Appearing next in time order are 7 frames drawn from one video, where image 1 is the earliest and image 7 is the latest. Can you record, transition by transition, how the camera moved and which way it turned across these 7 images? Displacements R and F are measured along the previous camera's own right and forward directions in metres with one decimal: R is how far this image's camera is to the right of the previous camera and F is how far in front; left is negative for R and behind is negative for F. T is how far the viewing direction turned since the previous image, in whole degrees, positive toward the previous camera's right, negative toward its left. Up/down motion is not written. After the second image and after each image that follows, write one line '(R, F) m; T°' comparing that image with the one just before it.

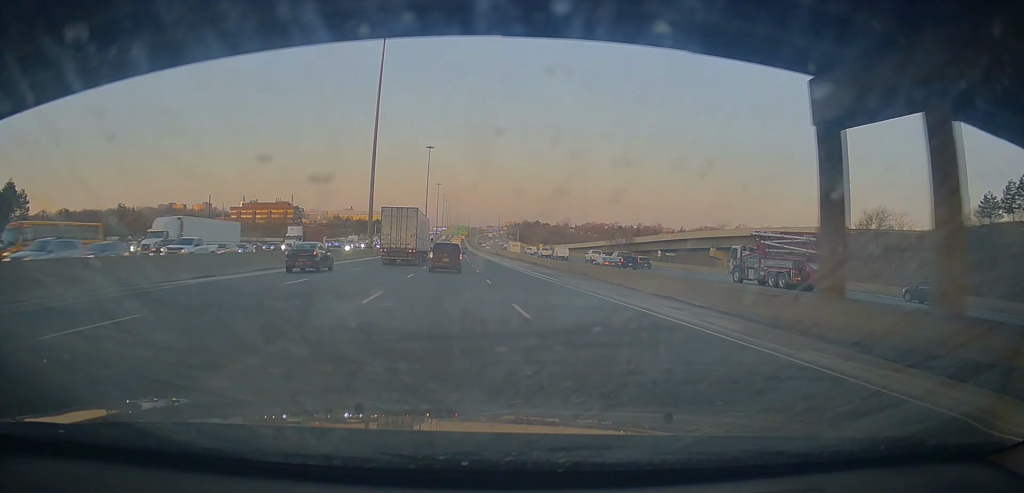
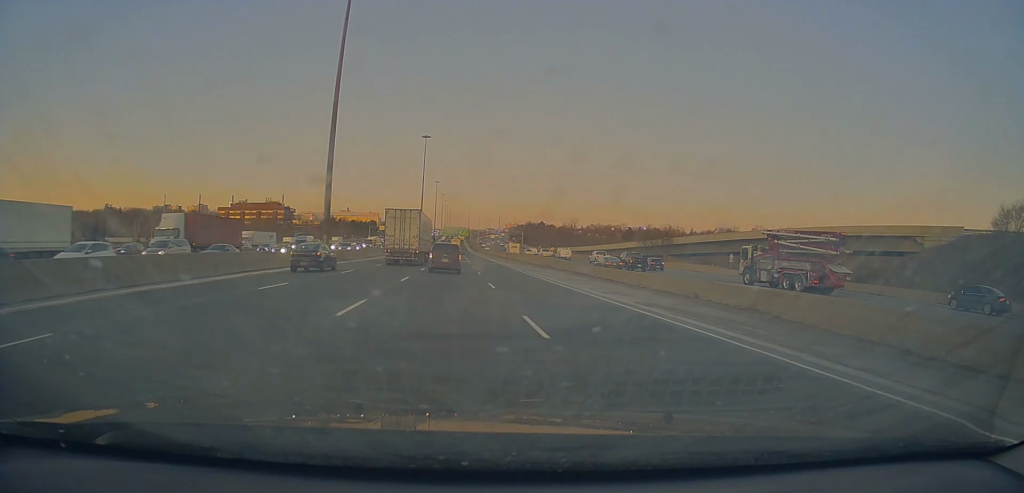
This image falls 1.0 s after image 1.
(-0.1, +26.8) m; -1°
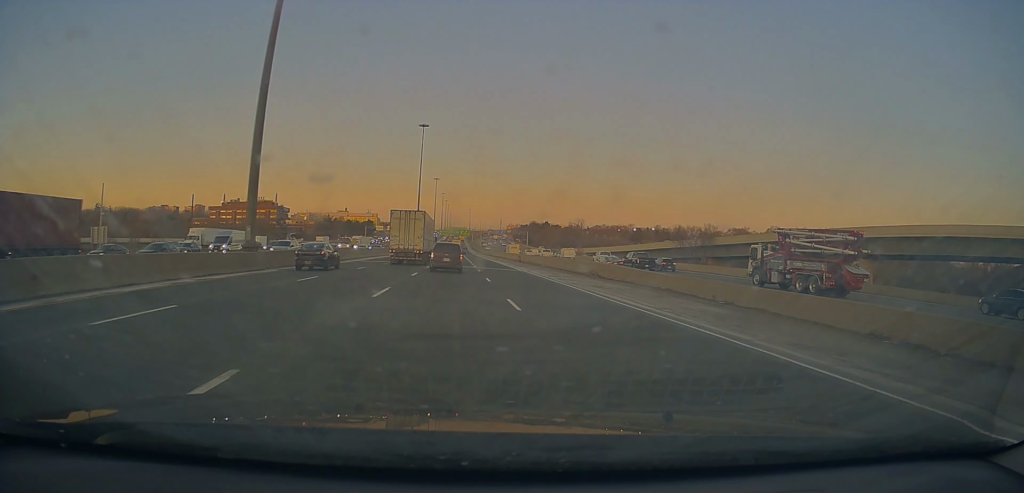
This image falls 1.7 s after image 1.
(-0.2, +20.4) m; 0°
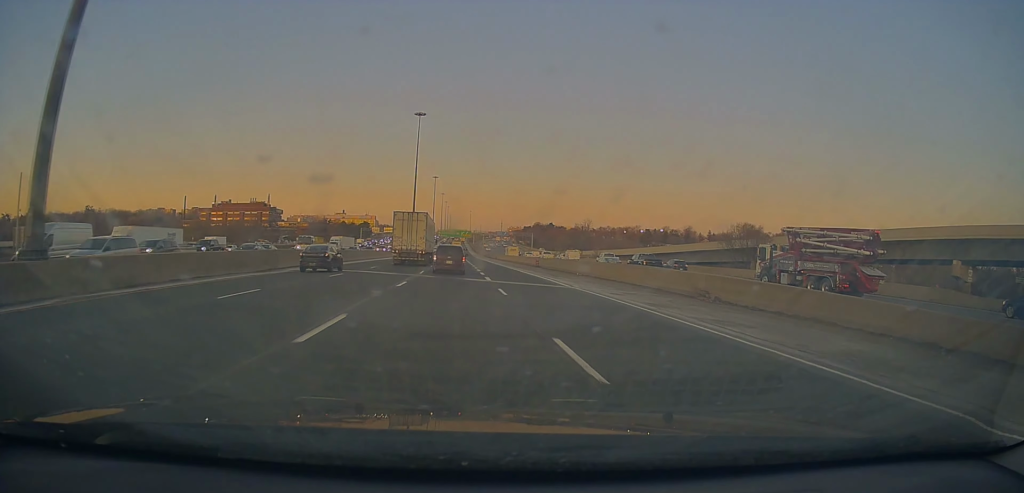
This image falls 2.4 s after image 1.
(+0.1, +19.5) m; 0°
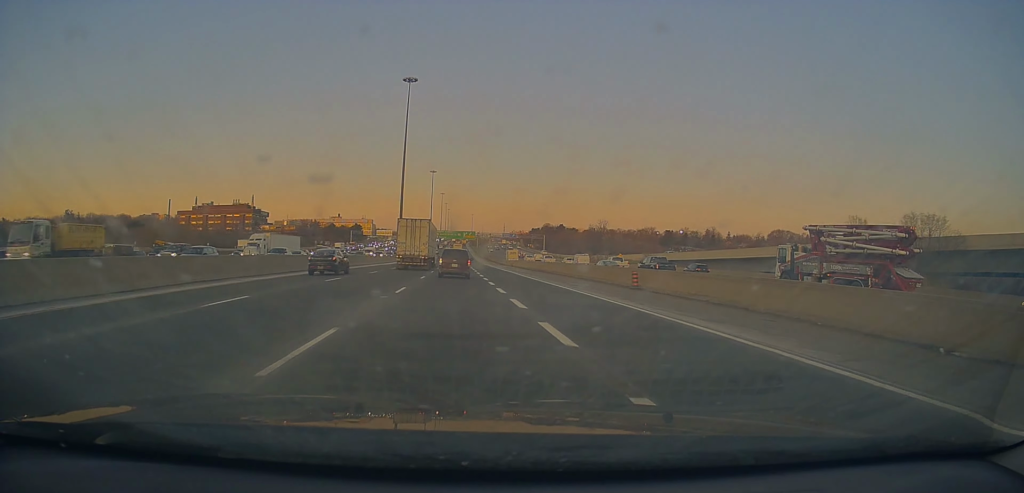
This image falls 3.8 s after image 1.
(-0.1, +37.9) m; 0°
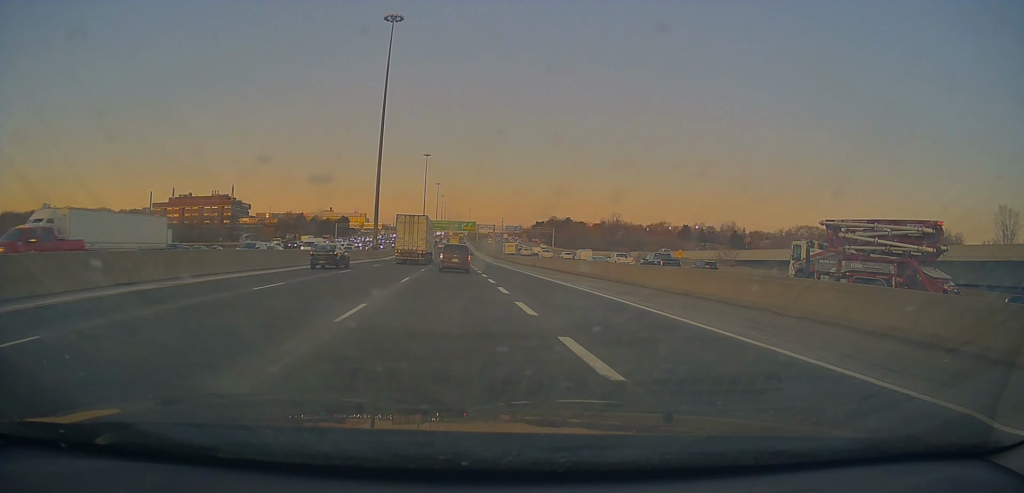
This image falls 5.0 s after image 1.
(+0.3, +33.2) m; +2°
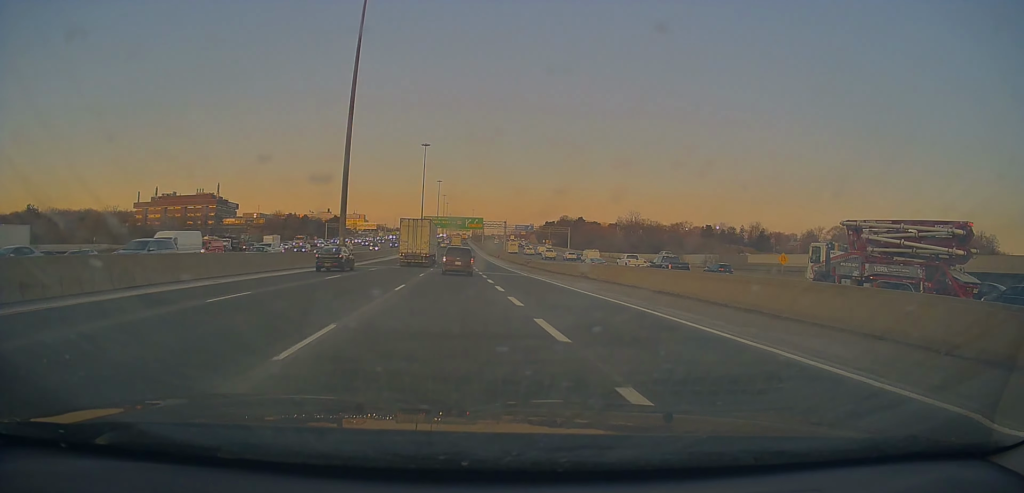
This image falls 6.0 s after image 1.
(+0.4, +27.7) m; 0°
